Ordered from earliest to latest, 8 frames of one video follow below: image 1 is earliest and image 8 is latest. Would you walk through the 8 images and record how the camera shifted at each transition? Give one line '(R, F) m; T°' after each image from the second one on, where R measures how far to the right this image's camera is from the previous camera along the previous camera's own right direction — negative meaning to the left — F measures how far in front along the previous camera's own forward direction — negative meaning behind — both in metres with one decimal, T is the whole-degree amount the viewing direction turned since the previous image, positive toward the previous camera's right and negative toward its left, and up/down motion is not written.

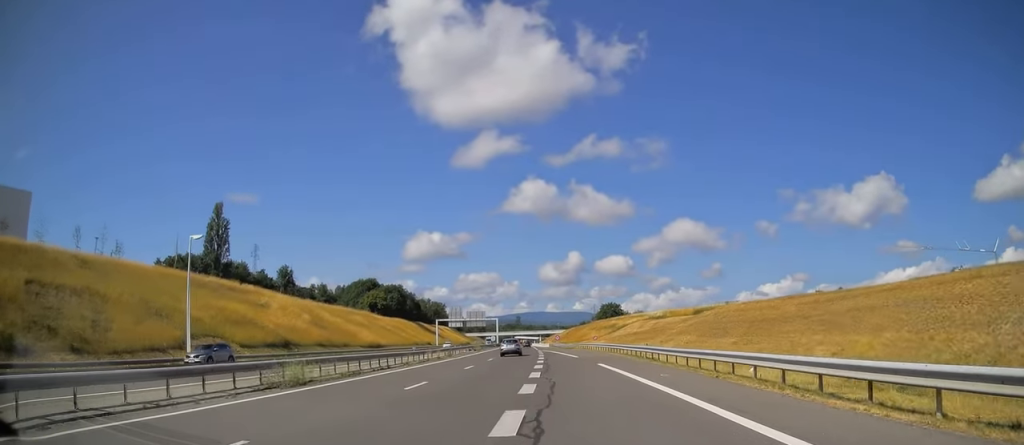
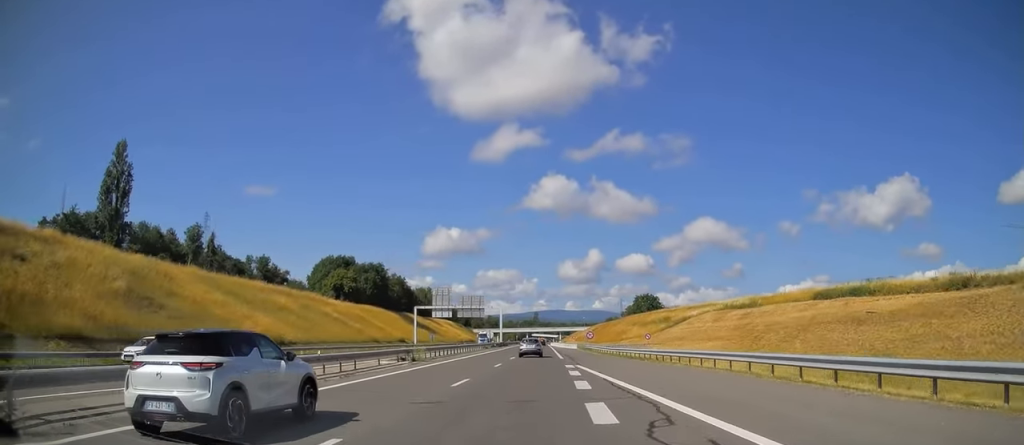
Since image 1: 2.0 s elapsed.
(-1.5, +51.9) m; -3°
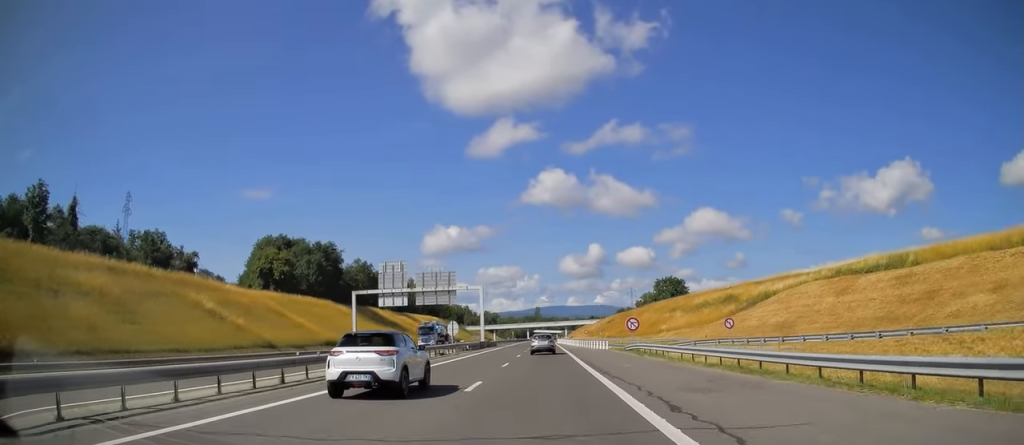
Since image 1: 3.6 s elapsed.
(-0.1, +41.5) m; 0°
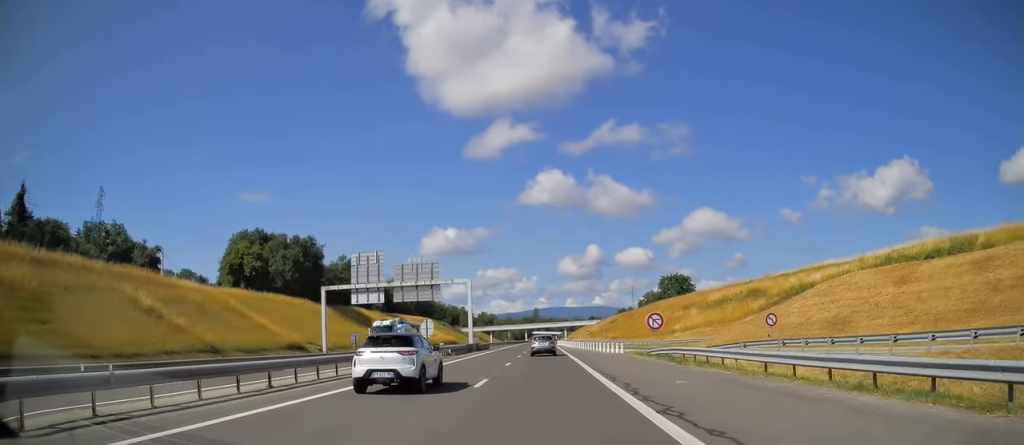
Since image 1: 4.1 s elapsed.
(0.0, +11.0) m; 0°
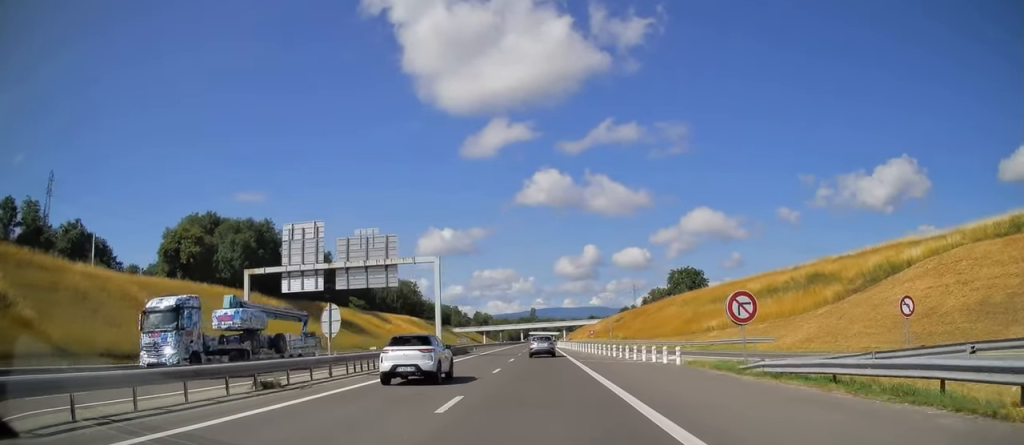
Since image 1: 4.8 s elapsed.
(-0.1, +18.6) m; +1°
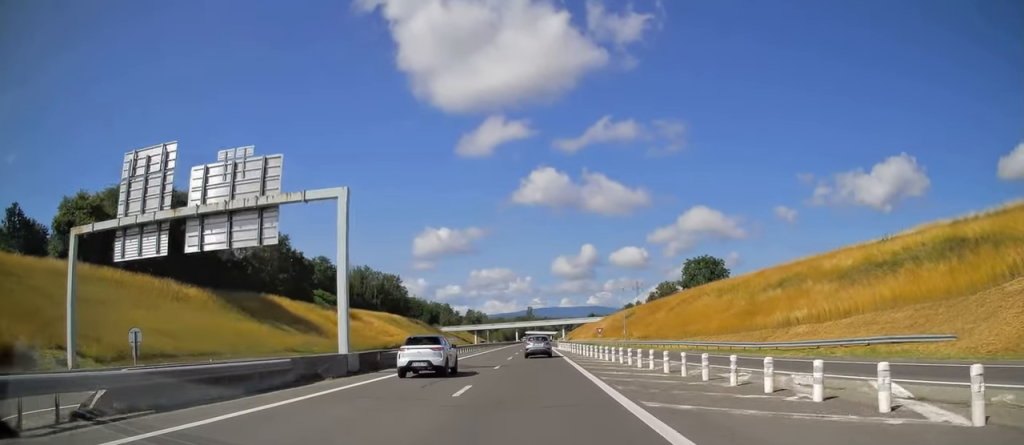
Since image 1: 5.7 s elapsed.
(+0.4, +22.5) m; 0°
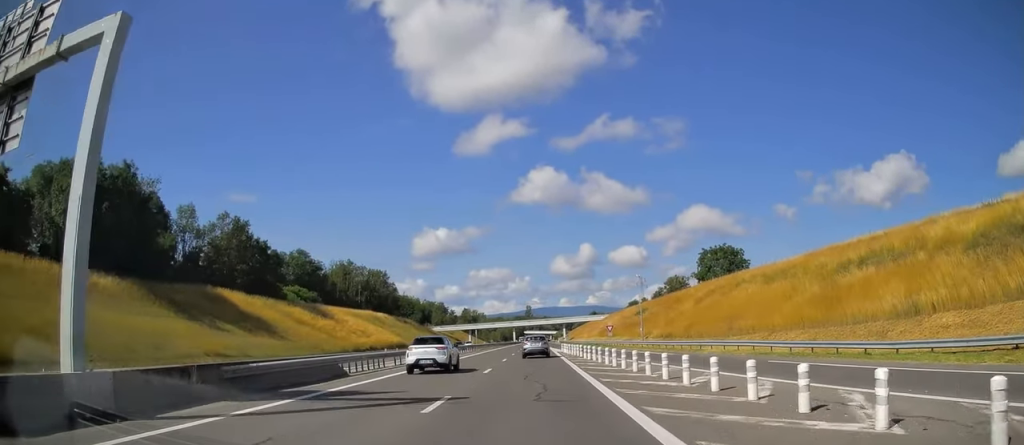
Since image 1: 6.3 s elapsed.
(-0.1, +16.0) m; 0°
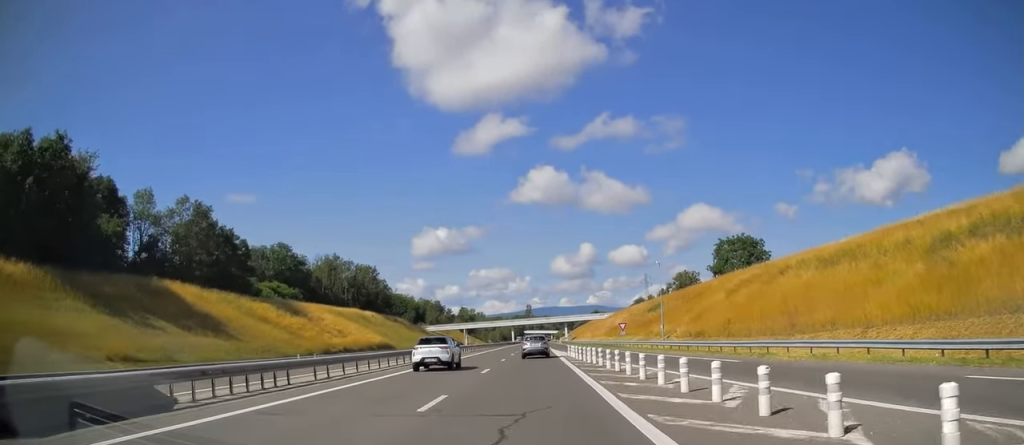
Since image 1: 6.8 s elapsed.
(-0.2, +12.7) m; 0°
